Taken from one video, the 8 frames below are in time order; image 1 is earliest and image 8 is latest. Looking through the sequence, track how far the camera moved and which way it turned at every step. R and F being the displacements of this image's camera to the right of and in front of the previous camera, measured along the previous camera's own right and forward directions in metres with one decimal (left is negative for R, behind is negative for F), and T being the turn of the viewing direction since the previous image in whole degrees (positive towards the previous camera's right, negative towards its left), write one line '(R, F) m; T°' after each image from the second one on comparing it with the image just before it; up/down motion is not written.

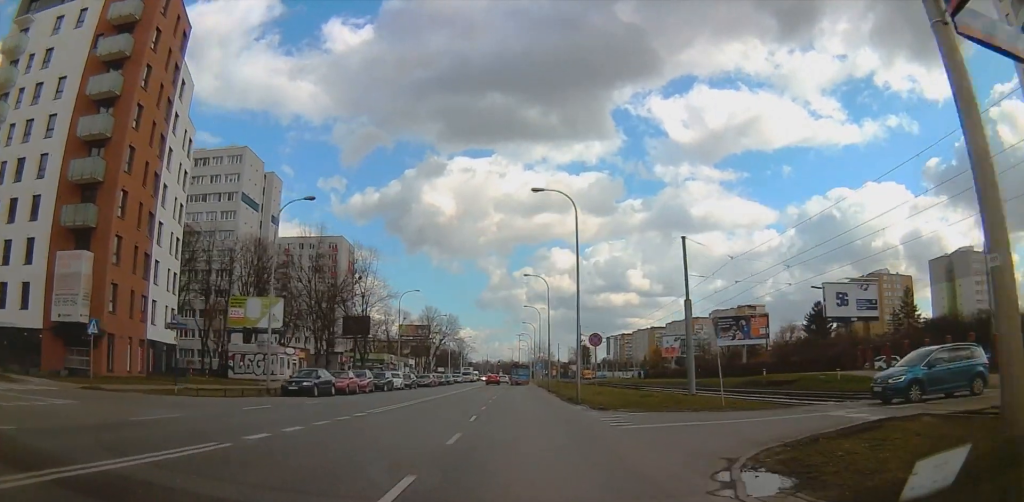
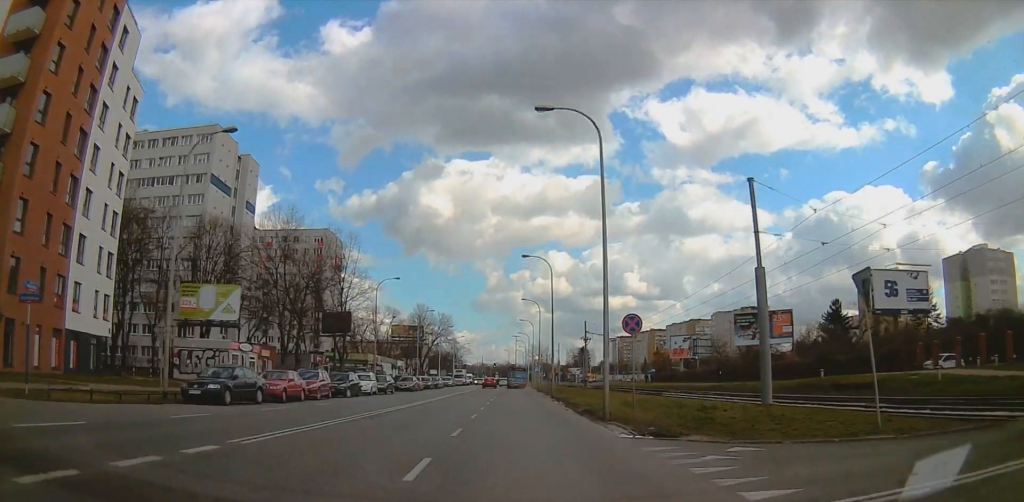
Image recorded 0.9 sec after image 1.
(+0.1, +9.9) m; +1°
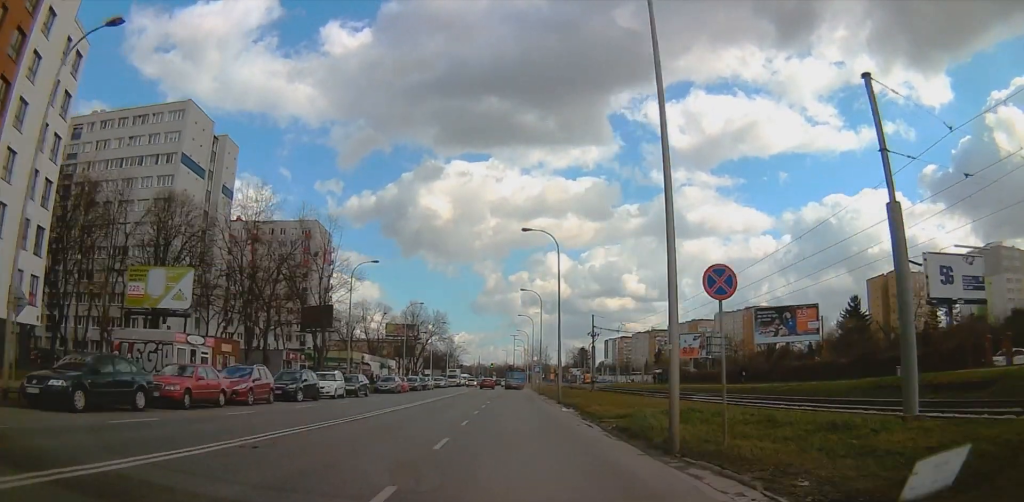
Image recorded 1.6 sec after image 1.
(0.0, +9.1) m; 0°
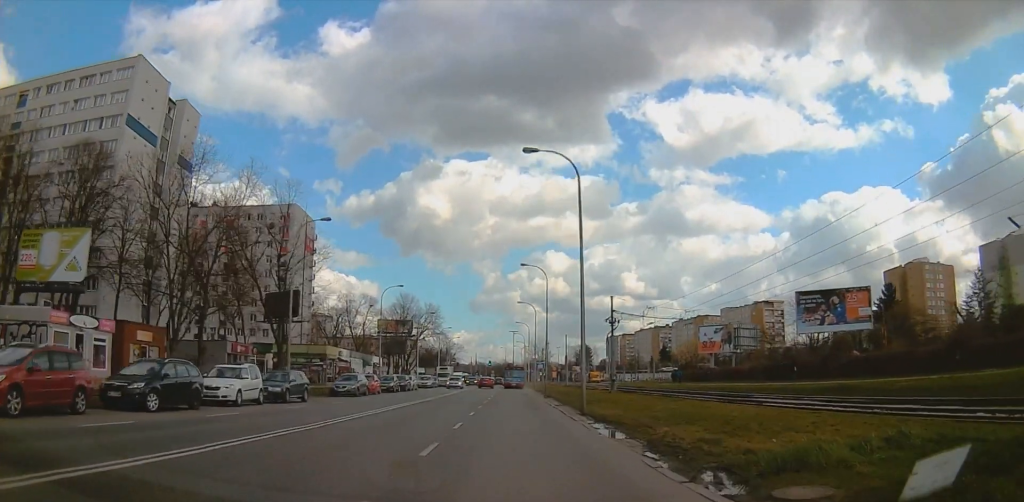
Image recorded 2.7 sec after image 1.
(+0.2, +15.2) m; 0°
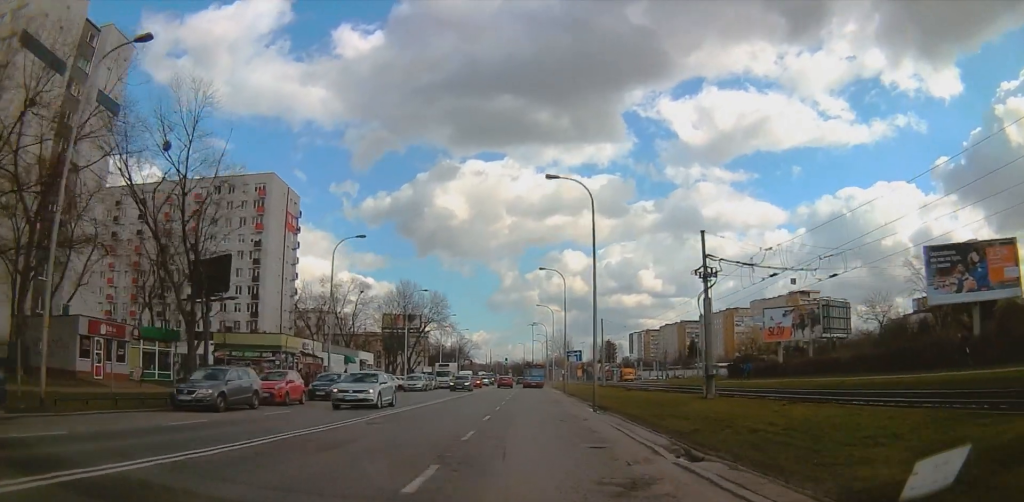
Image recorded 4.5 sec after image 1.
(-2.8, +25.2) m; -9°
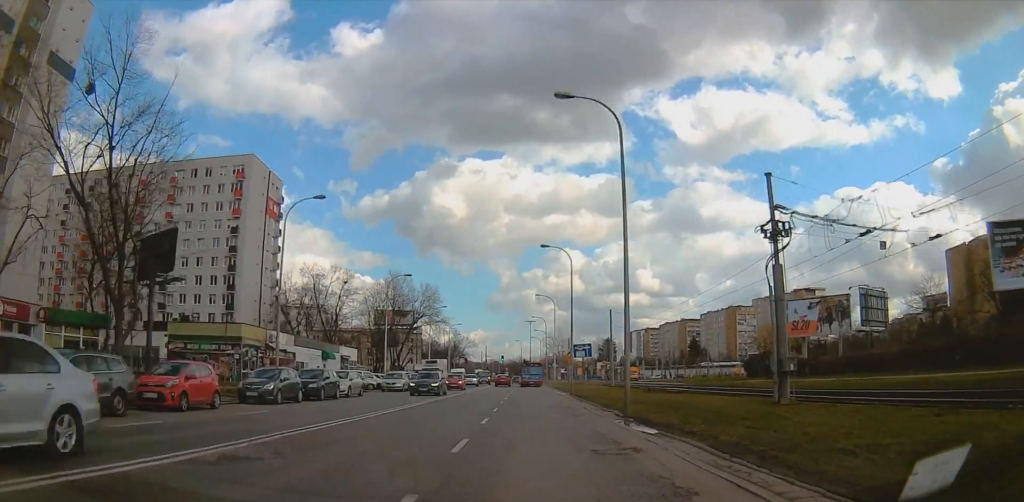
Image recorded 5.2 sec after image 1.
(+0.8, +8.4) m; +5°
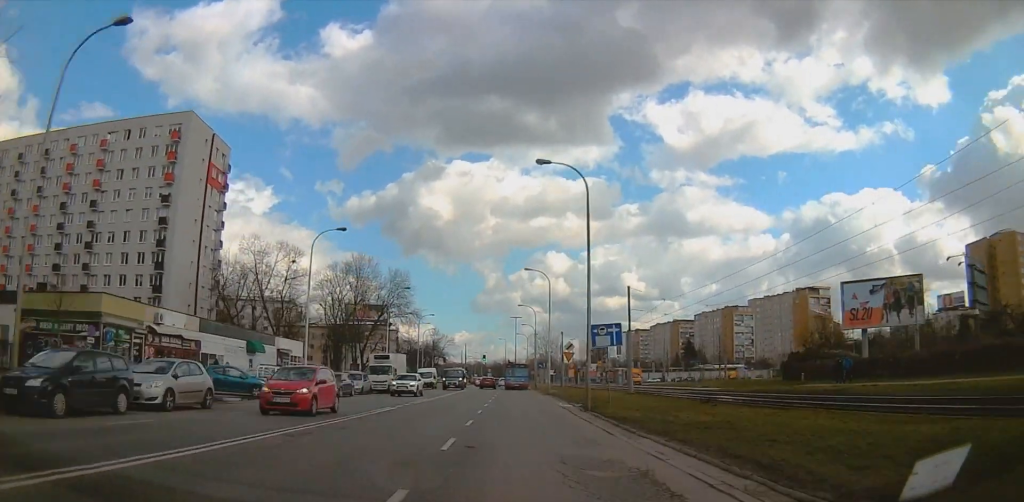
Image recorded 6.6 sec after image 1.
(+1.0, +16.0) m; +3°
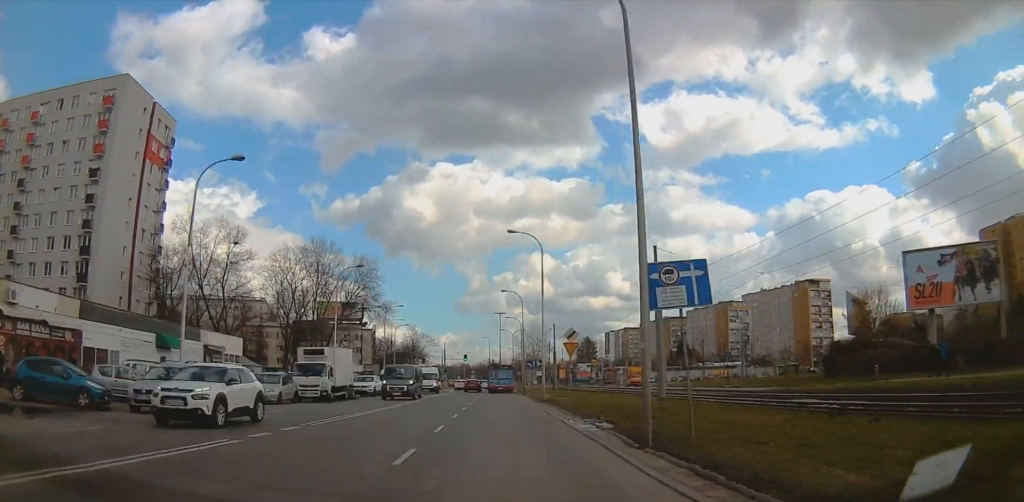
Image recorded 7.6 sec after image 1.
(-0.4, +11.5) m; -3°
